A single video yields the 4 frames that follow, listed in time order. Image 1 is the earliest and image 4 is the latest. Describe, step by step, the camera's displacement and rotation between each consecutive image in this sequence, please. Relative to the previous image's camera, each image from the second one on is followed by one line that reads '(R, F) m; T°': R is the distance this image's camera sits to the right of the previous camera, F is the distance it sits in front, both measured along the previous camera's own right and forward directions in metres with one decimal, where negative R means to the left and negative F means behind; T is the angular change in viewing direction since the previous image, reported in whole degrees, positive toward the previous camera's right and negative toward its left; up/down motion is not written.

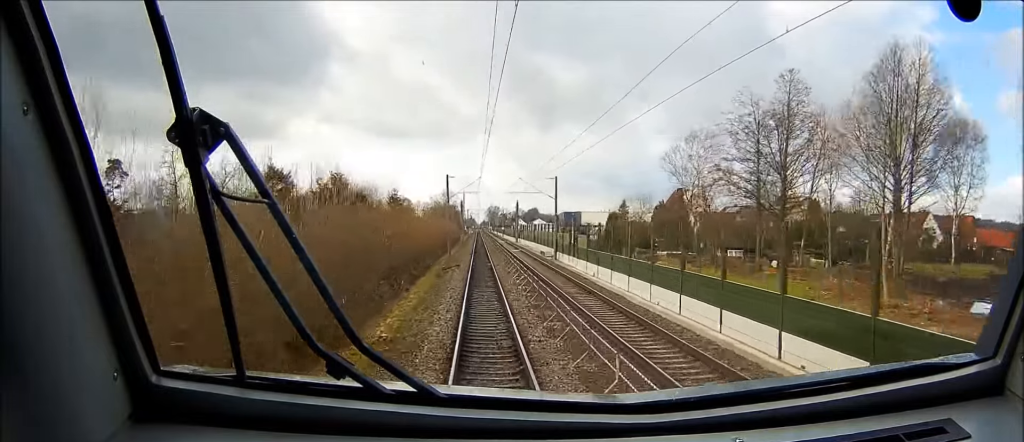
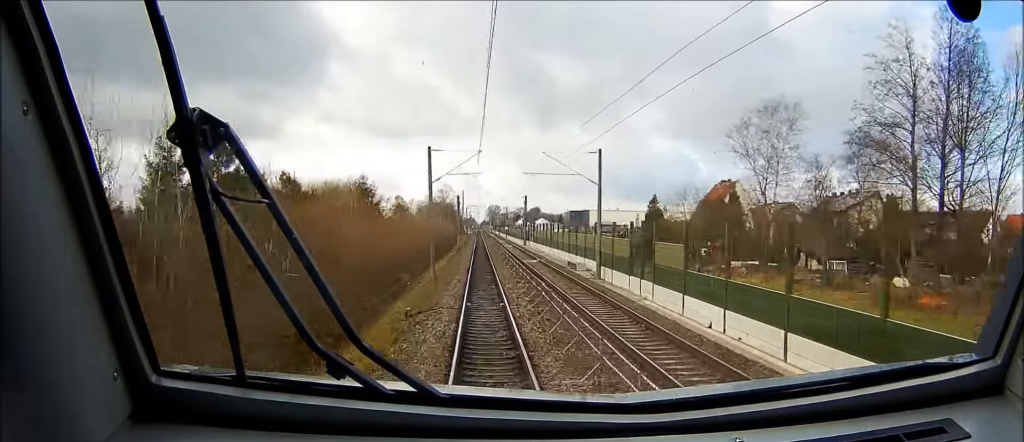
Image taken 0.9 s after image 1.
(+0.2, +26.2) m; 0°
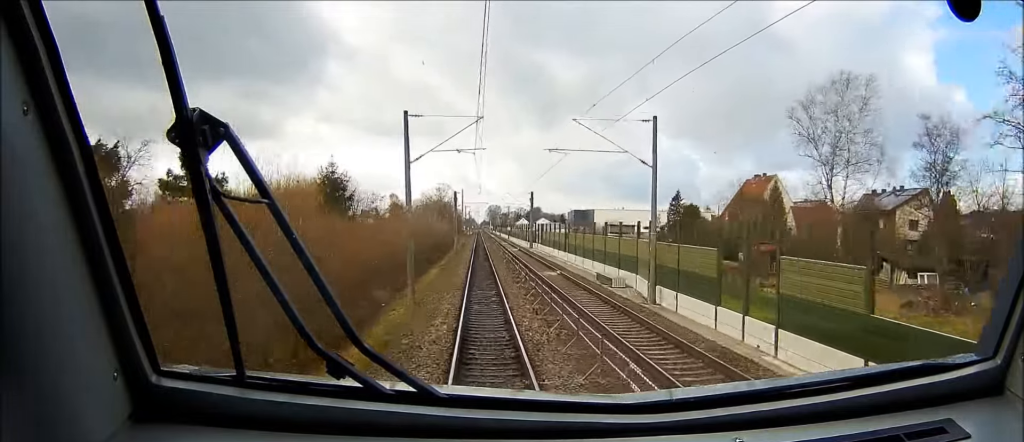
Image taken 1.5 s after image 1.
(0.0, +14.9) m; 0°
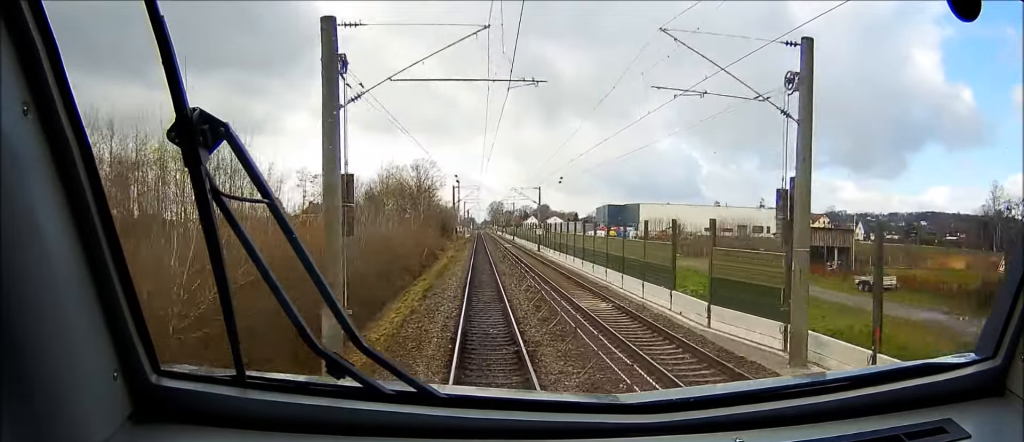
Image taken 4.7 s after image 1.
(+0.3, +90.2) m; 0°
